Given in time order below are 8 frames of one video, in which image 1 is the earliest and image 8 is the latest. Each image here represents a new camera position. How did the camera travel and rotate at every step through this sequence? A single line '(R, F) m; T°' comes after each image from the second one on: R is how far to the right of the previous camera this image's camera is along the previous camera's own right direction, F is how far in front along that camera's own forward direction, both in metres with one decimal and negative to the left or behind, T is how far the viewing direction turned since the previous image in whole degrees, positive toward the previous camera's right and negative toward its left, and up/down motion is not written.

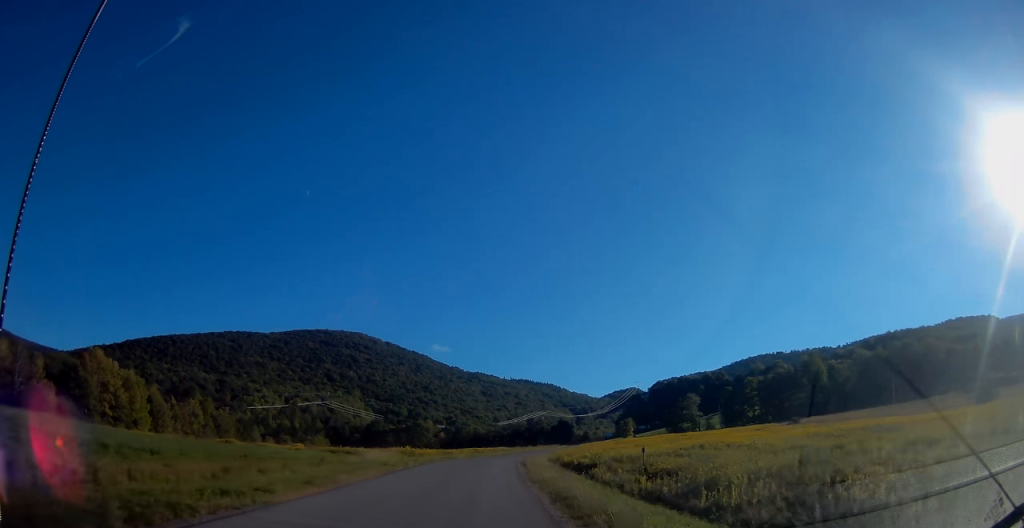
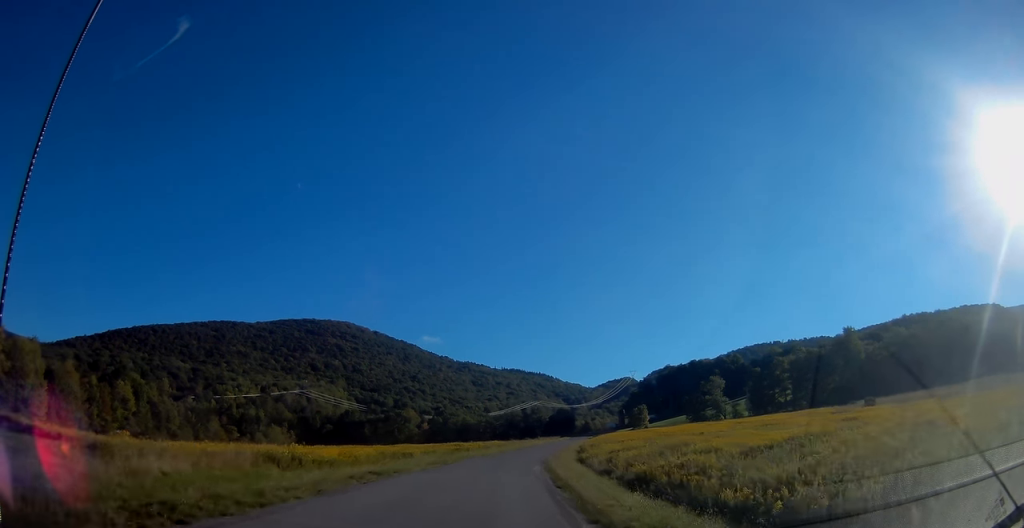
(0.0, +35.6) m; +1°
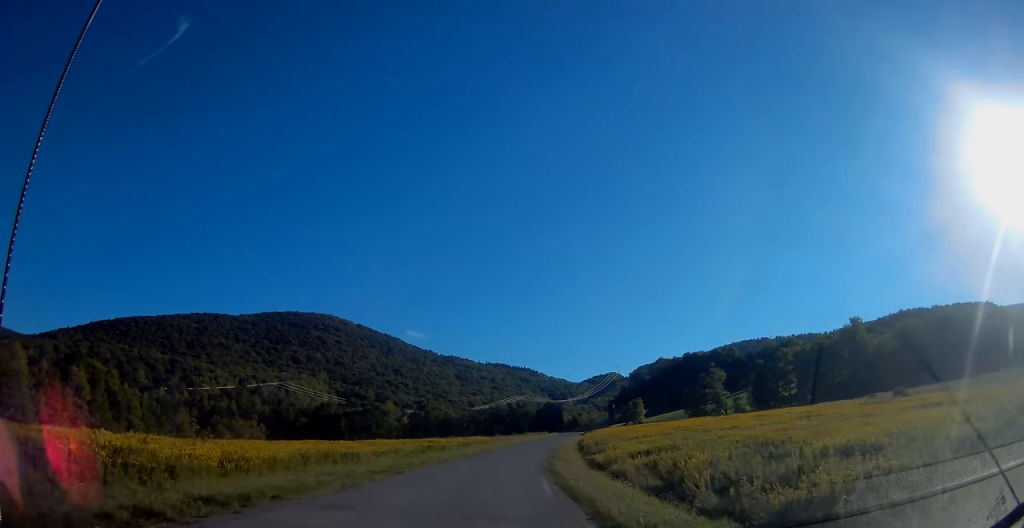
(+0.3, +15.0) m; +2°
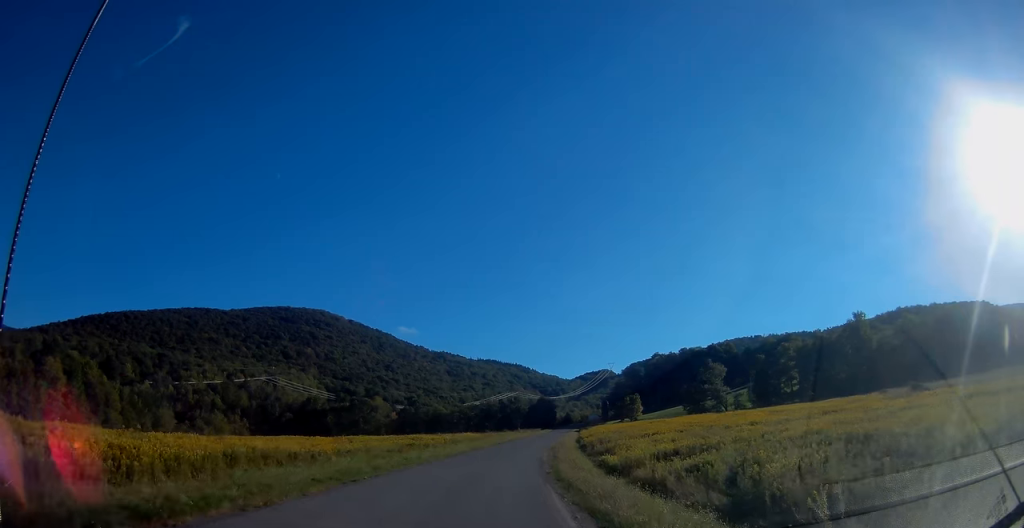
(+0.1, +7.5) m; +1°
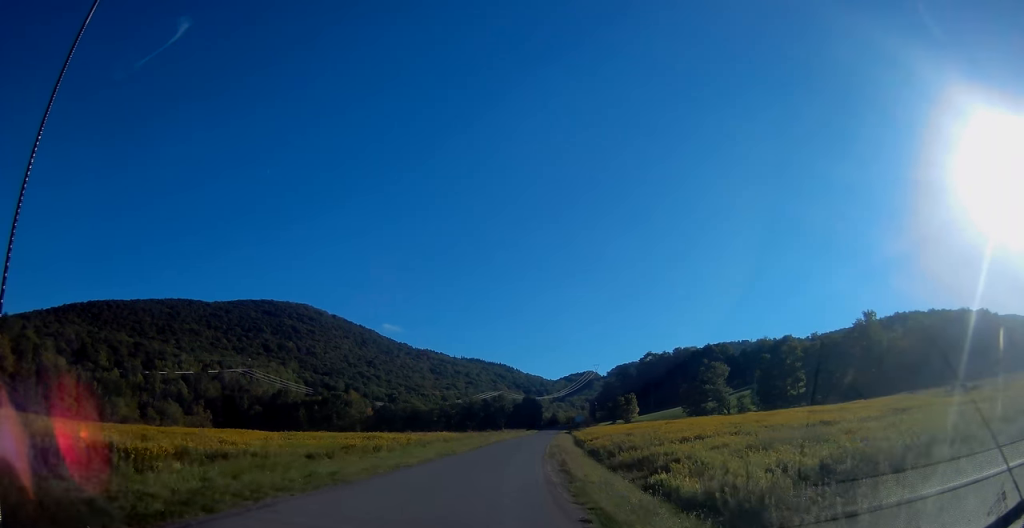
(+0.3, +15.5) m; +2°
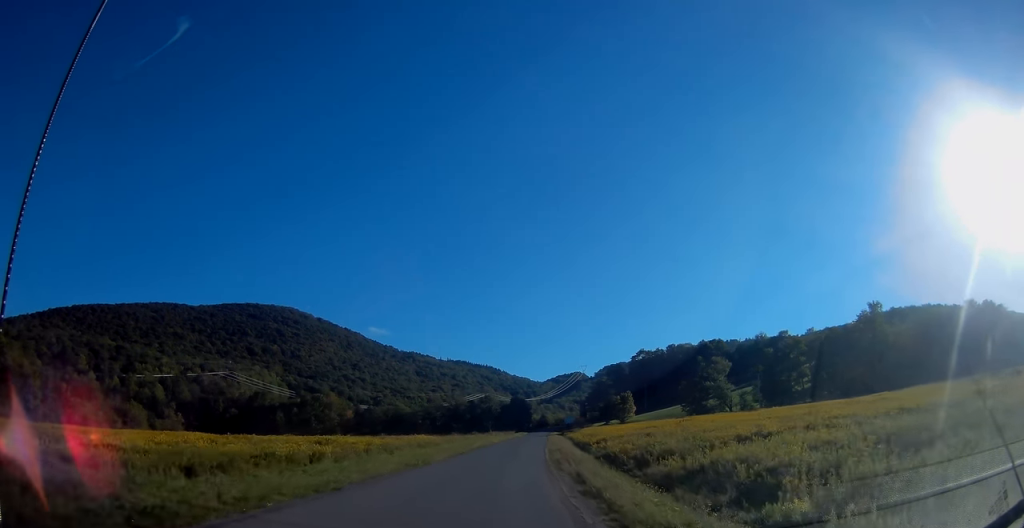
(+0.2, +10.9) m; +2°
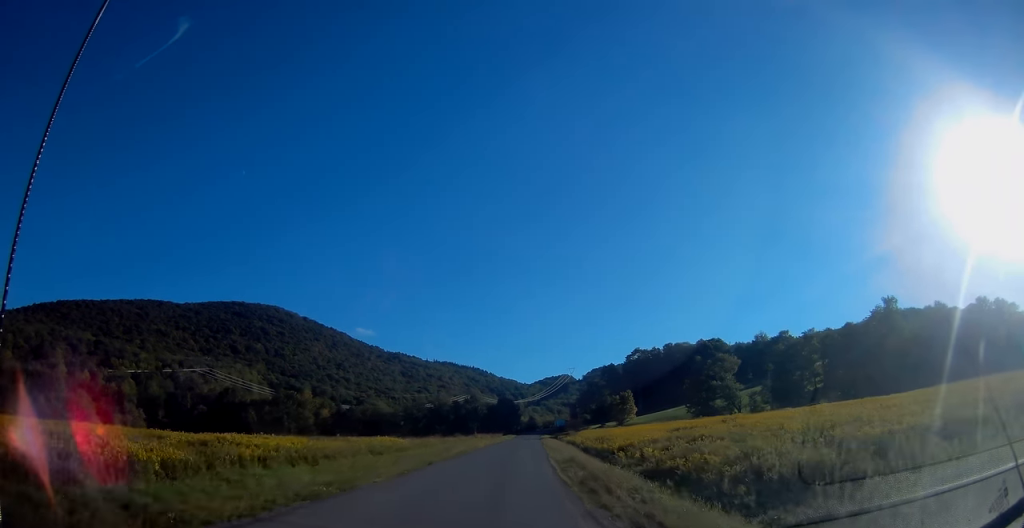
(+0.3, +14.9) m; +1°
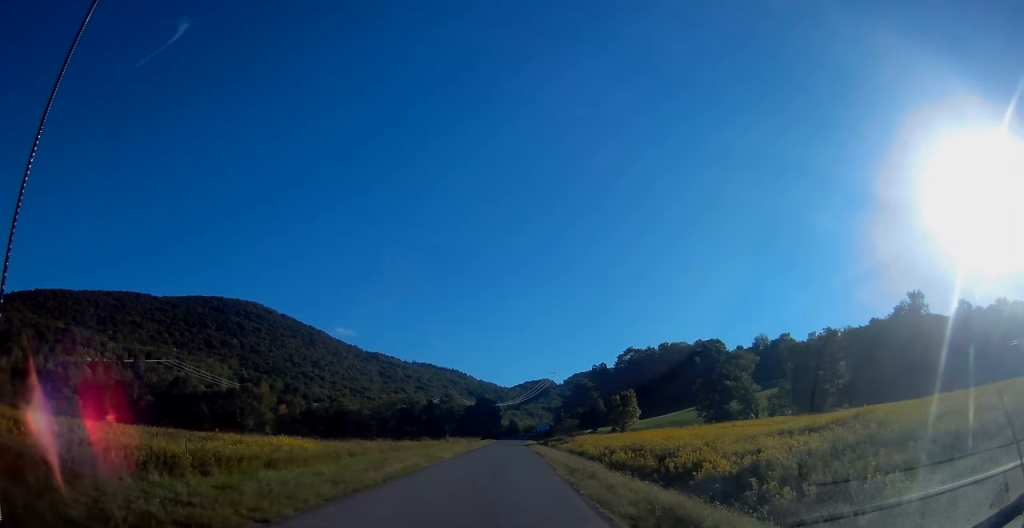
(0.0, +21.9) m; +2°
